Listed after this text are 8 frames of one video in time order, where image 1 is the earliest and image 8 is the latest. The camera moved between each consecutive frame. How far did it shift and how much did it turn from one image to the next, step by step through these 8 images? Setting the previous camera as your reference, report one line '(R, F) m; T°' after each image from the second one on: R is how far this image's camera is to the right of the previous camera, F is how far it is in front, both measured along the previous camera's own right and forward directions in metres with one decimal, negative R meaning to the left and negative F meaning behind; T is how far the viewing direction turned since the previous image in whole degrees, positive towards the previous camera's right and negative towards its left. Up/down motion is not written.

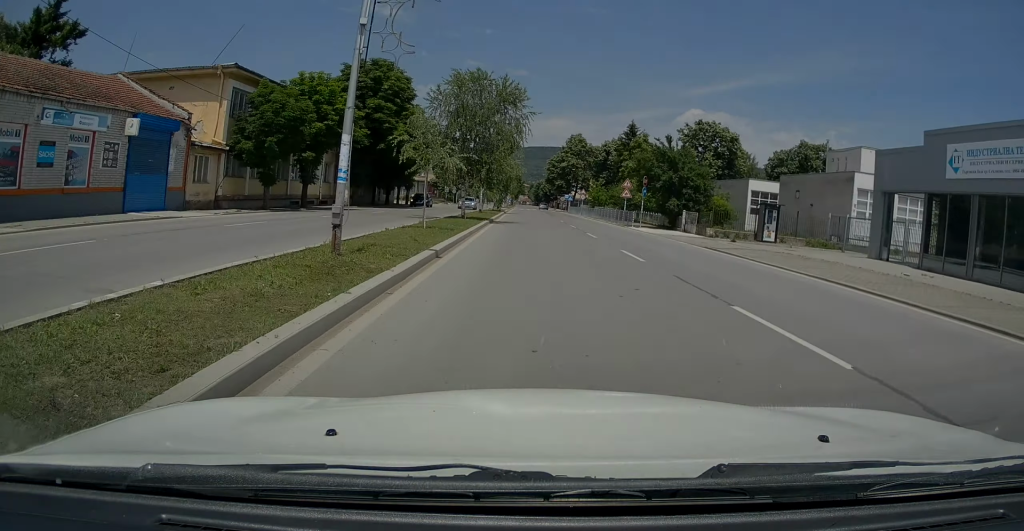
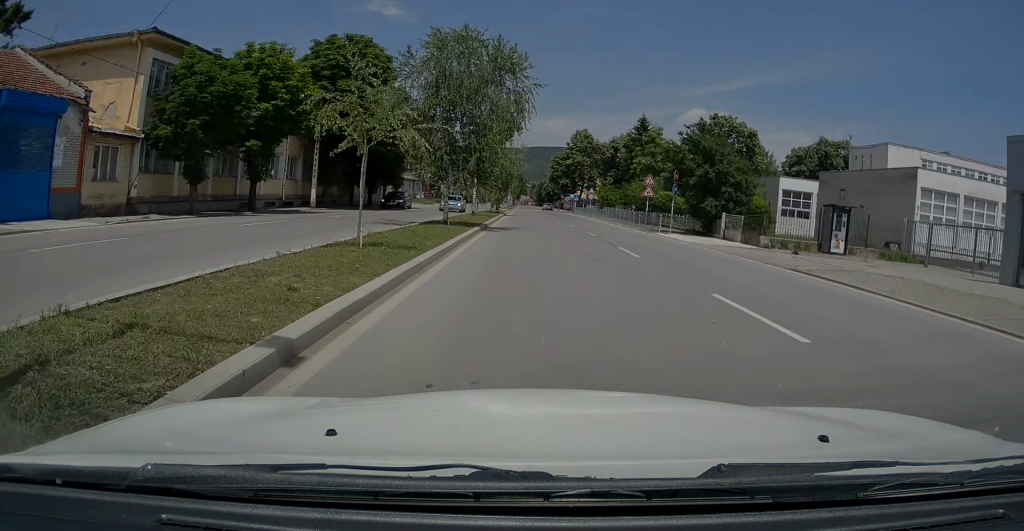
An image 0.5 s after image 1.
(+0.1, +7.9) m; 0°
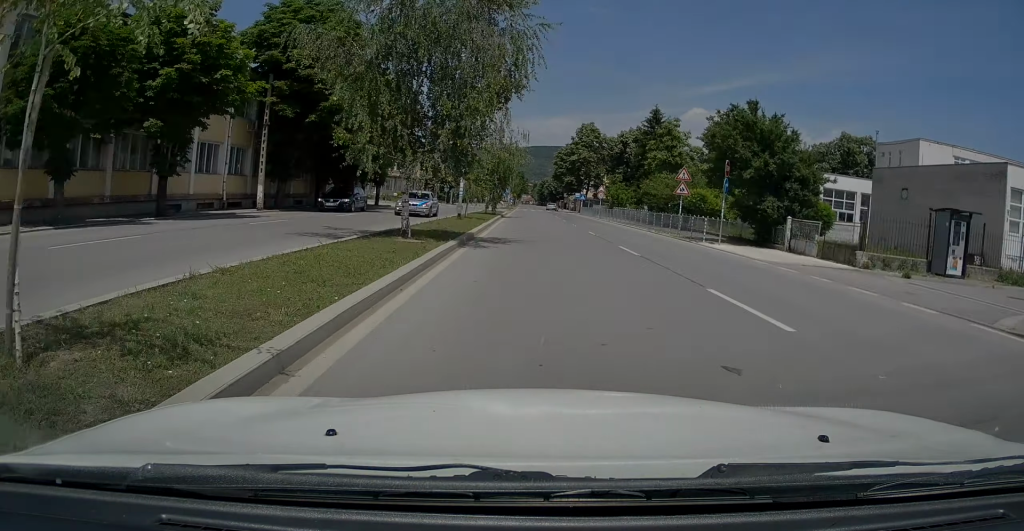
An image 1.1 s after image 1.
(0.0, +8.4) m; 0°
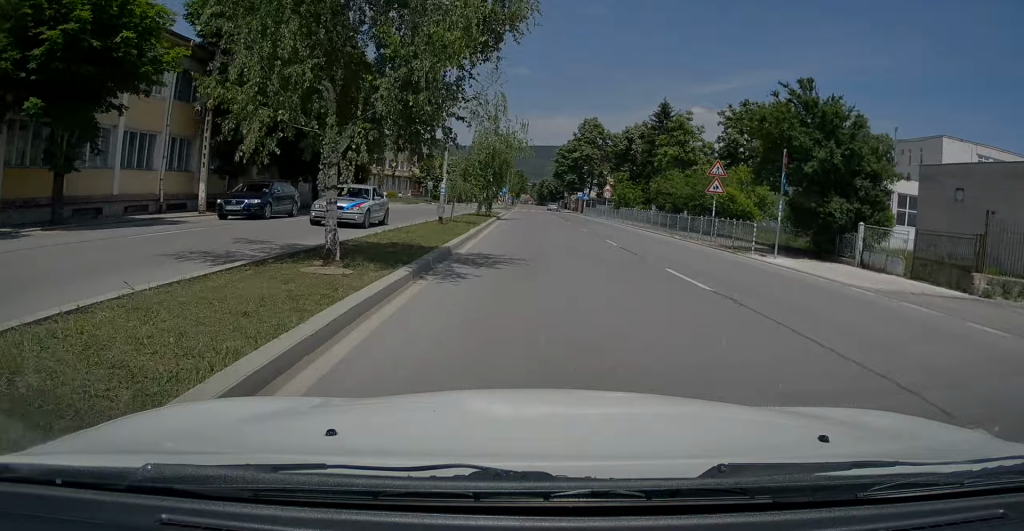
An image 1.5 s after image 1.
(-0.1, +5.9) m; 0°
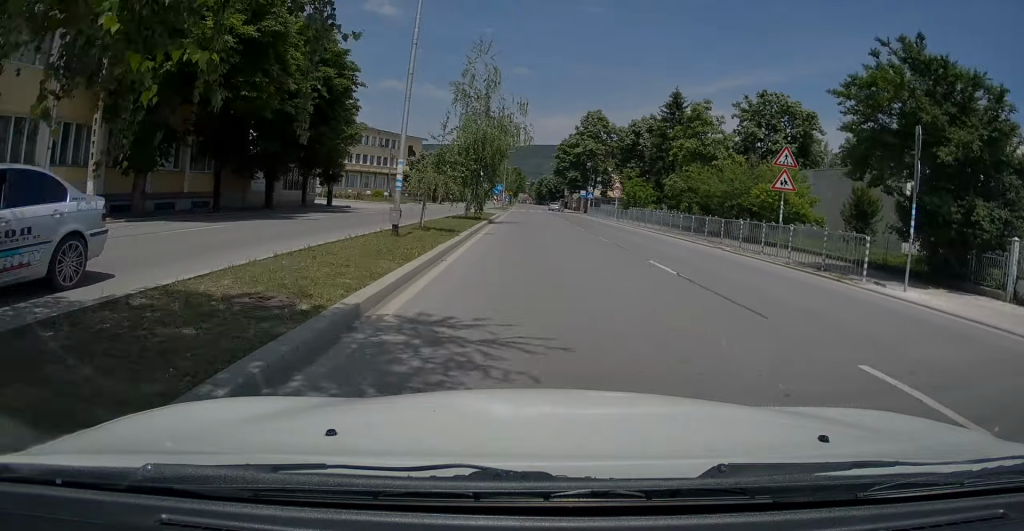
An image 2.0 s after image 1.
(0.0, +7.4) m; 0°
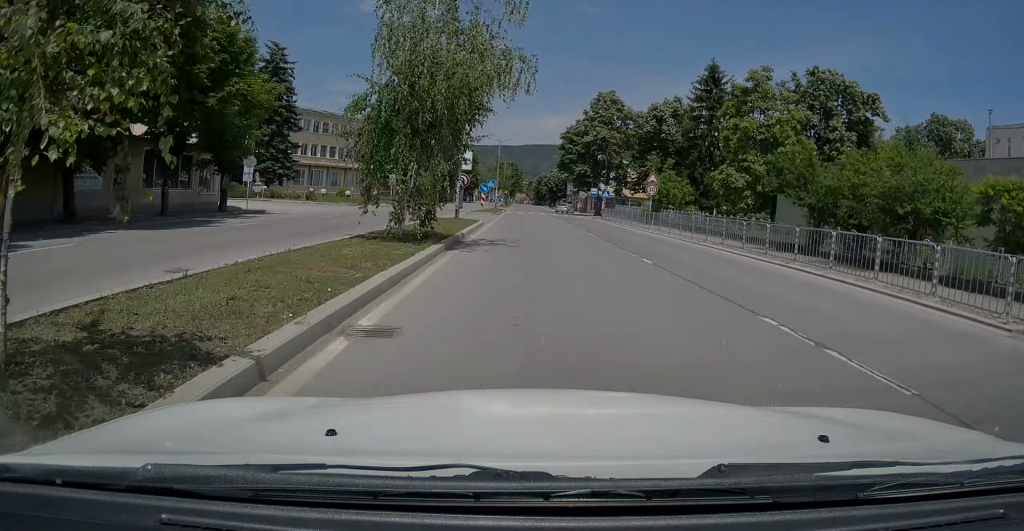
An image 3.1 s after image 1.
(0.0, +15.8) m; 0°
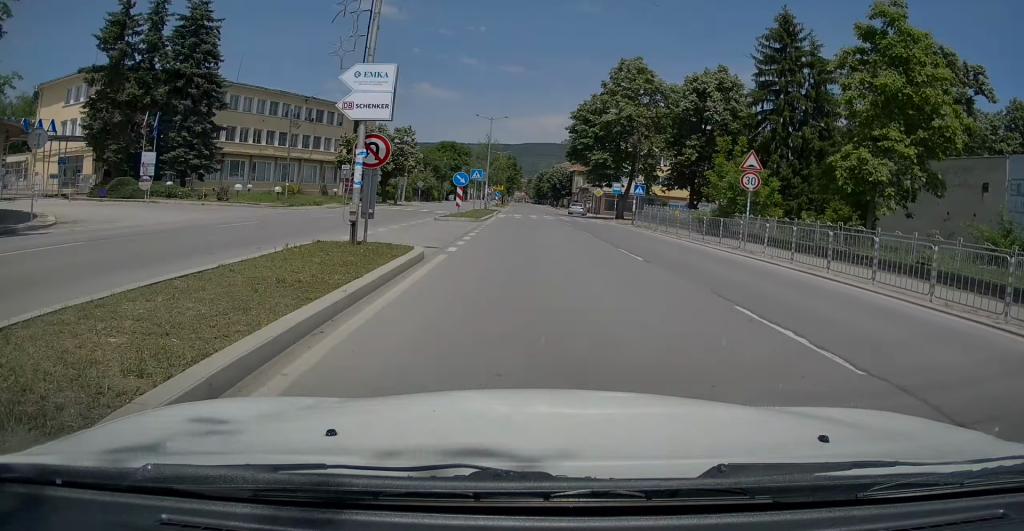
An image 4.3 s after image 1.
(0.0, +17.5) m; 0°
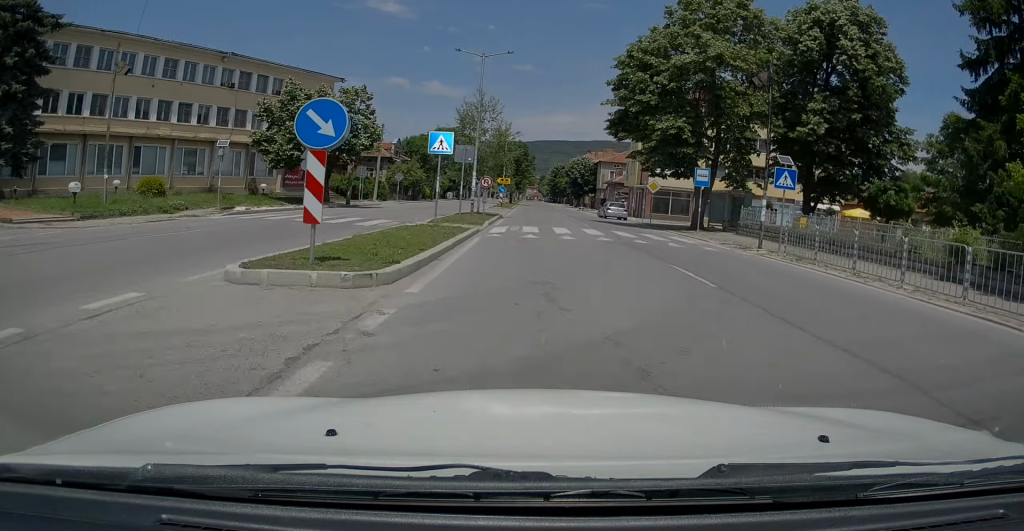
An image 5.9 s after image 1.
(-0.2, +22.6) m; -1°
